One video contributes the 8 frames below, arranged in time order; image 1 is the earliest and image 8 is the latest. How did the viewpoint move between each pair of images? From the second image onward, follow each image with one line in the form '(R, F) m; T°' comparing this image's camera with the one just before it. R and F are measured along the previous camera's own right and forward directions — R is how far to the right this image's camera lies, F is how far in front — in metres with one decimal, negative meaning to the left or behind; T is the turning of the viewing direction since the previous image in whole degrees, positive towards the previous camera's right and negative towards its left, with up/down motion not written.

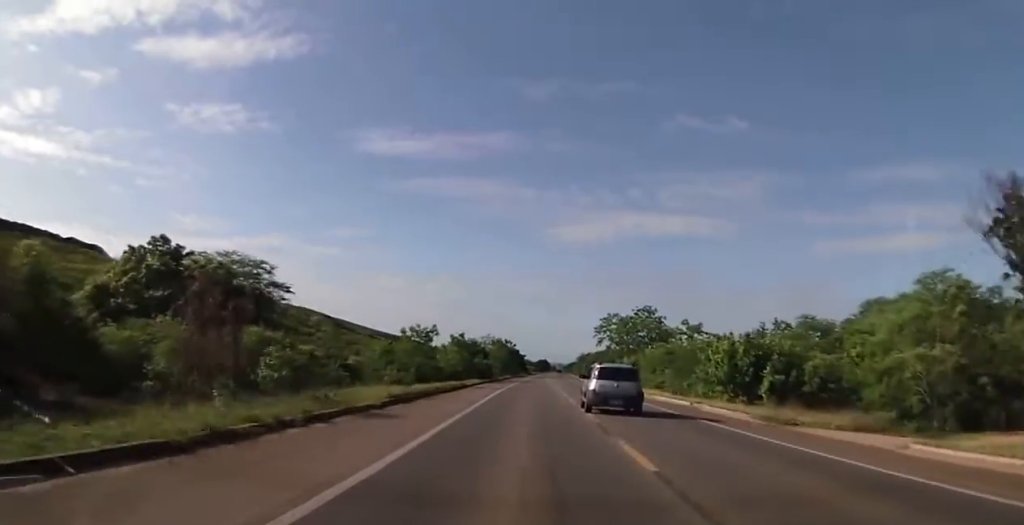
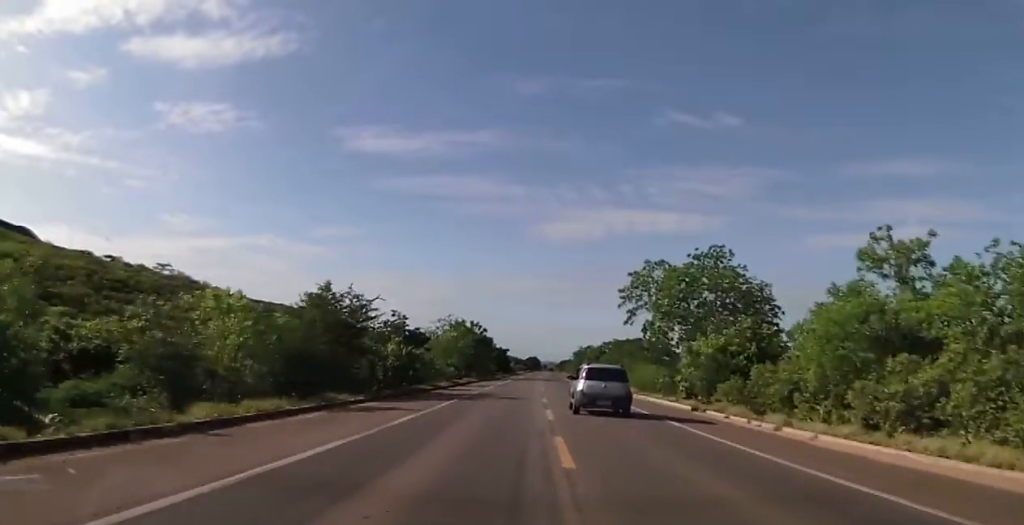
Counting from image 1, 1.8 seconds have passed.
(+1.2, +42.2) m; +2°
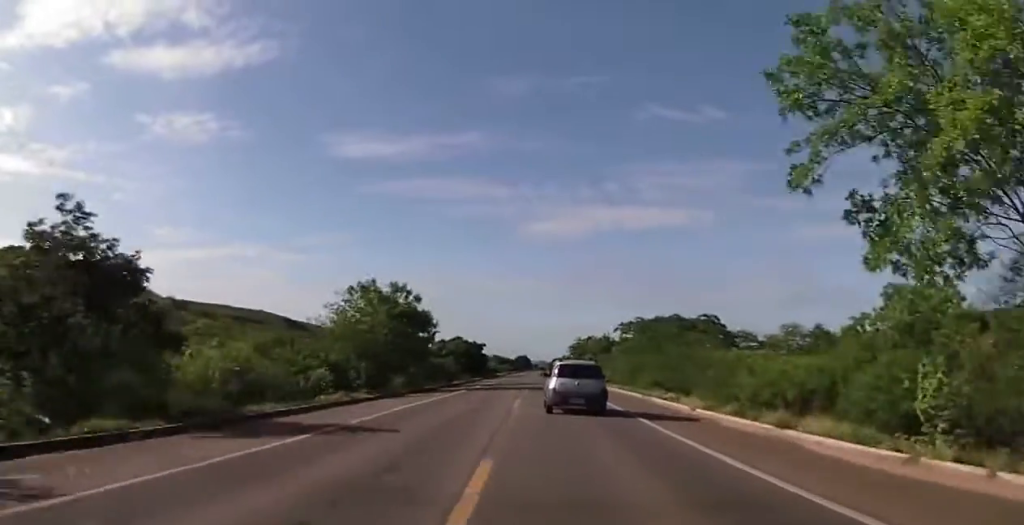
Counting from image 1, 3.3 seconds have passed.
(-0.5, +36.4) m; -1°
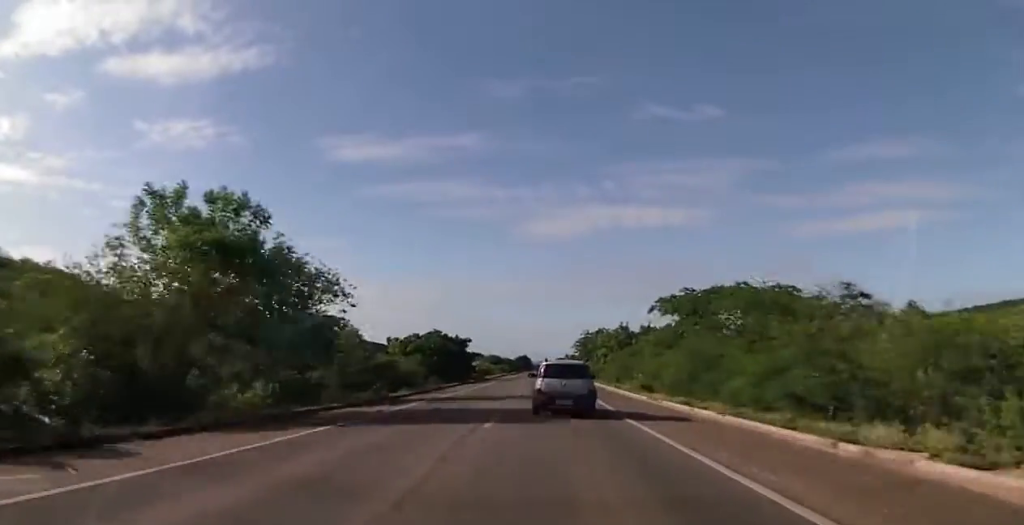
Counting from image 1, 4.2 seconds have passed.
(+0.3, +23.1) m; +1°
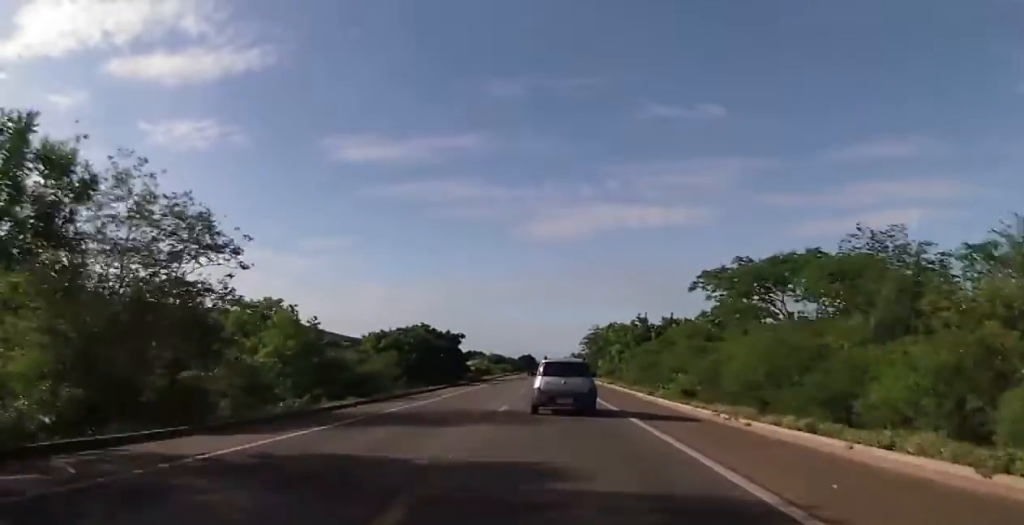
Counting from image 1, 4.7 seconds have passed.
(0.0, +11.8) m; 0°
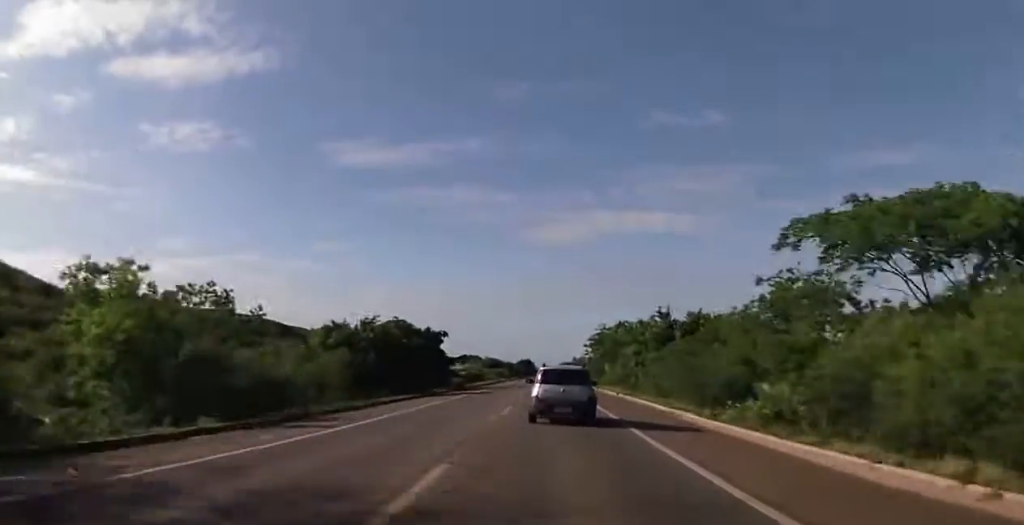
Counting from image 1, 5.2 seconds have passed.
(0.0, +12.7) m; 0°
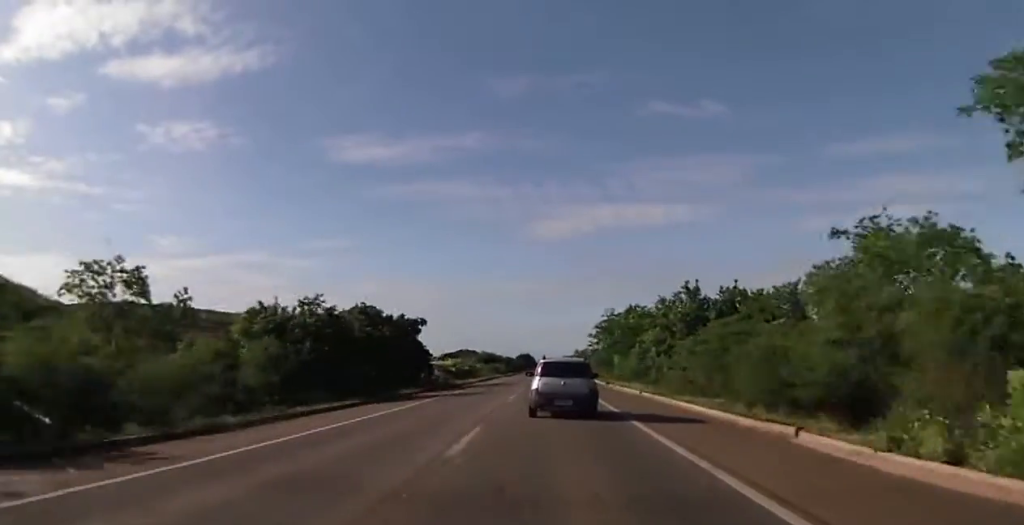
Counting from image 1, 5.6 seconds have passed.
(0.0, +11.1) m; 0°
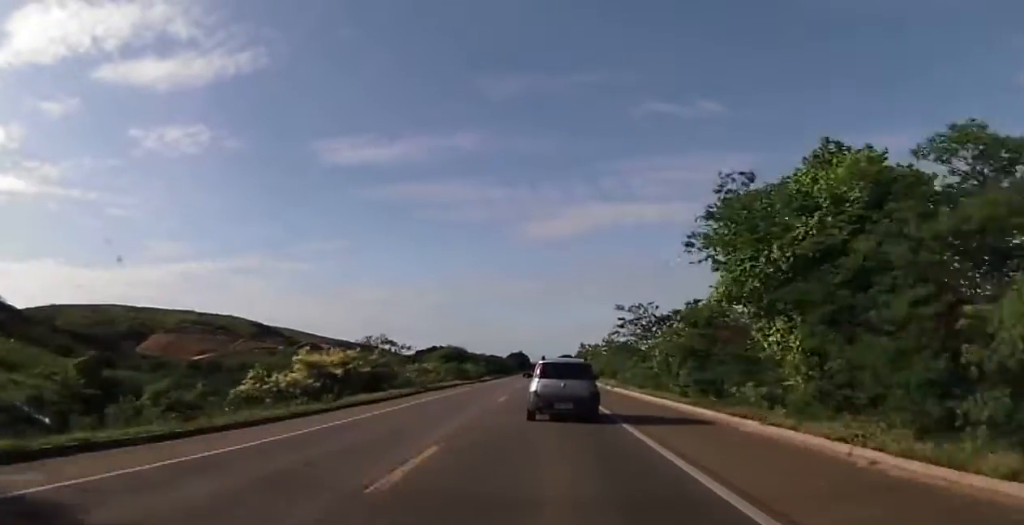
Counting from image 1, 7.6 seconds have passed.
(+0.3, +50.5) m; +1°
